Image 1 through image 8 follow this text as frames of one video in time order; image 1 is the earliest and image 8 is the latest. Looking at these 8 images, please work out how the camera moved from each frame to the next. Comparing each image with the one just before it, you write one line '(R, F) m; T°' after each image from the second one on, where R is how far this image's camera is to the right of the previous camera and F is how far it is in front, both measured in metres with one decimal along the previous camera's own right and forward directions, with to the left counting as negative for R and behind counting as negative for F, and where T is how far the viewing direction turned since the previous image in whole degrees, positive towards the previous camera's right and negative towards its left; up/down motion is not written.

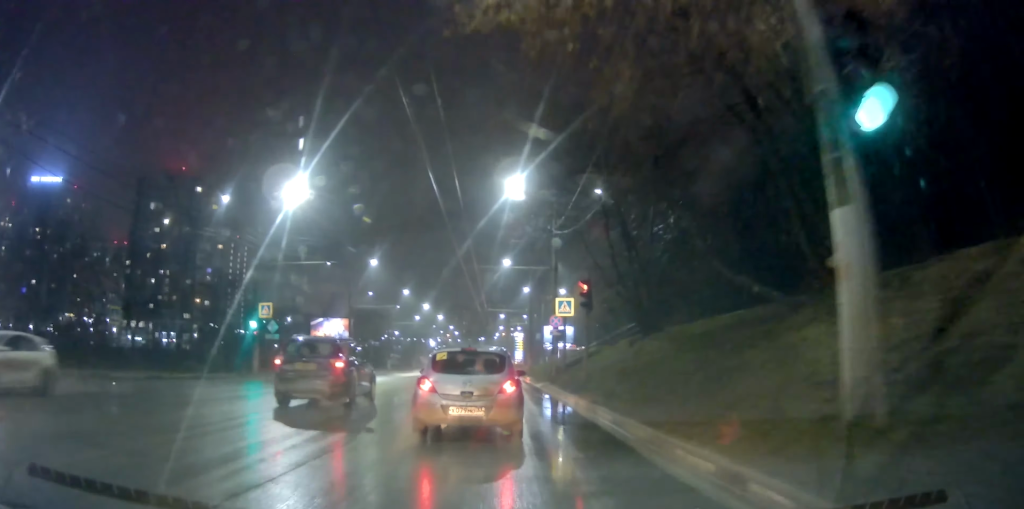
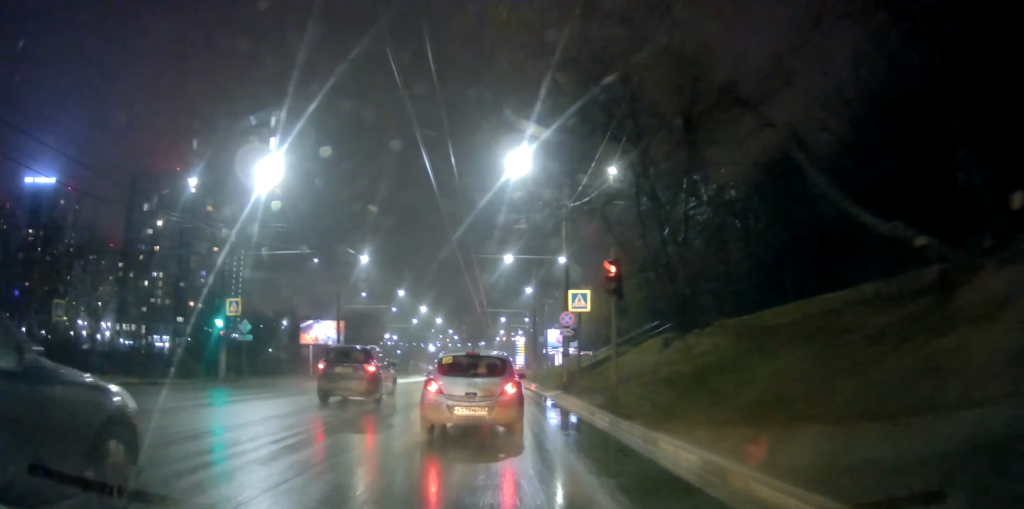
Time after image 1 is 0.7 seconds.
(0.0, +4.6) m; +1°
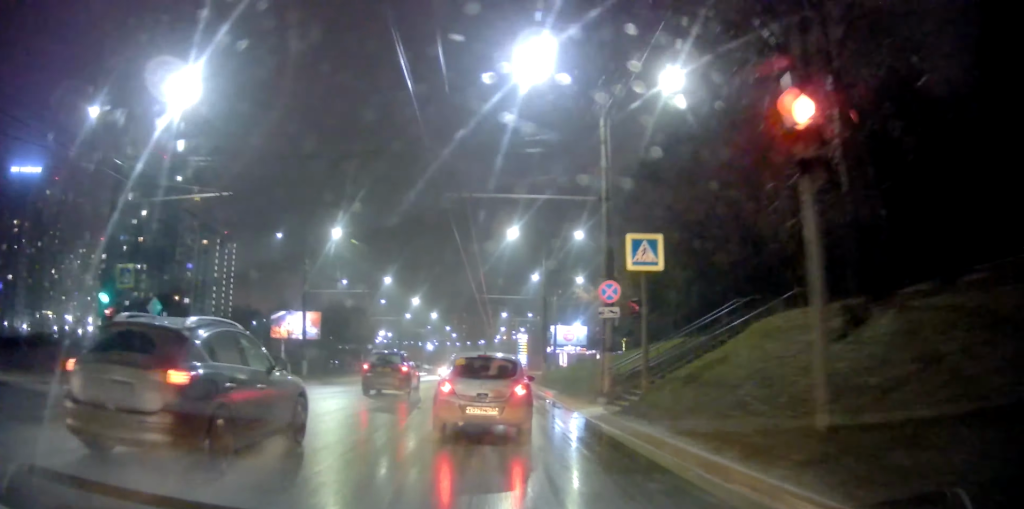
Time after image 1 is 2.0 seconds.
(+0.1, +9.8) m; +2°
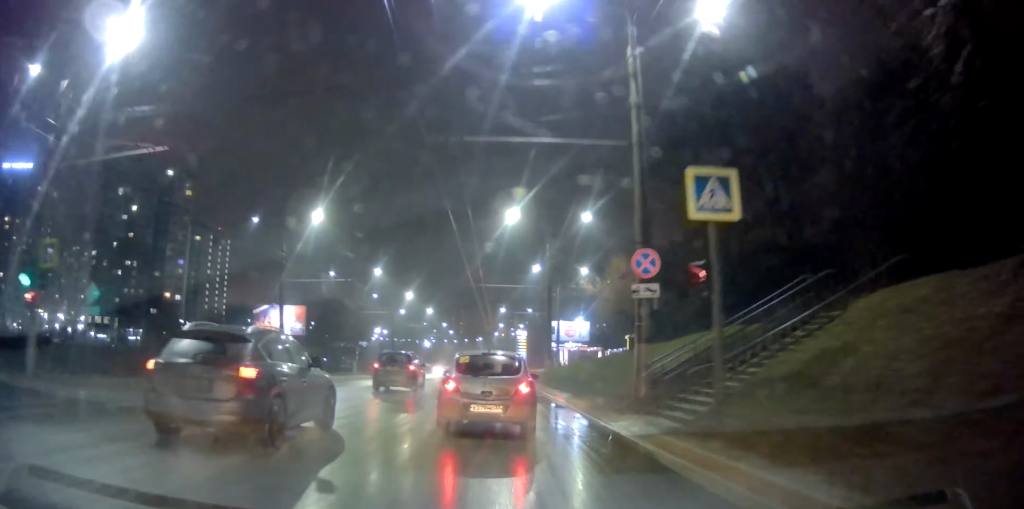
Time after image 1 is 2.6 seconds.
(-0.1, +4.4) m; +1°
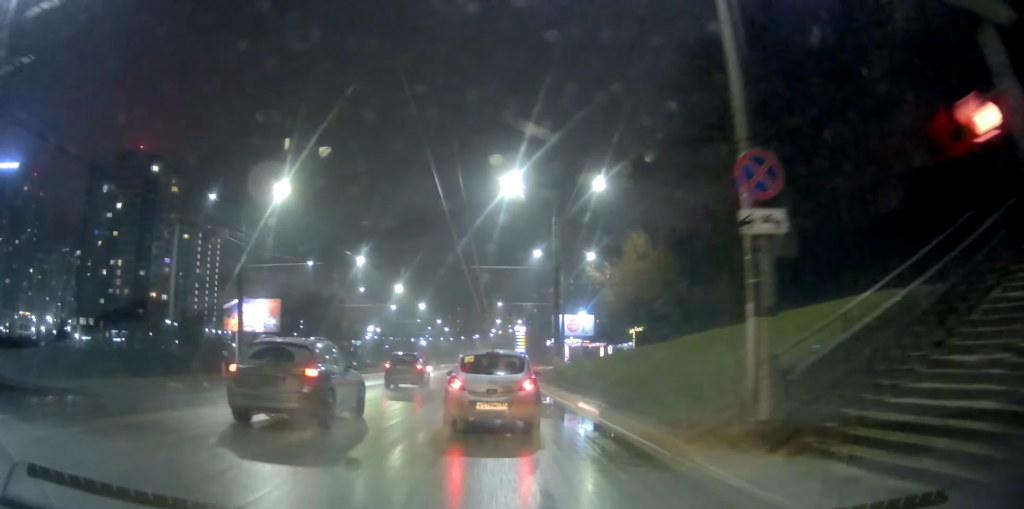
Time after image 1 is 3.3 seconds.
(+0.5, +6.9) m; 0°
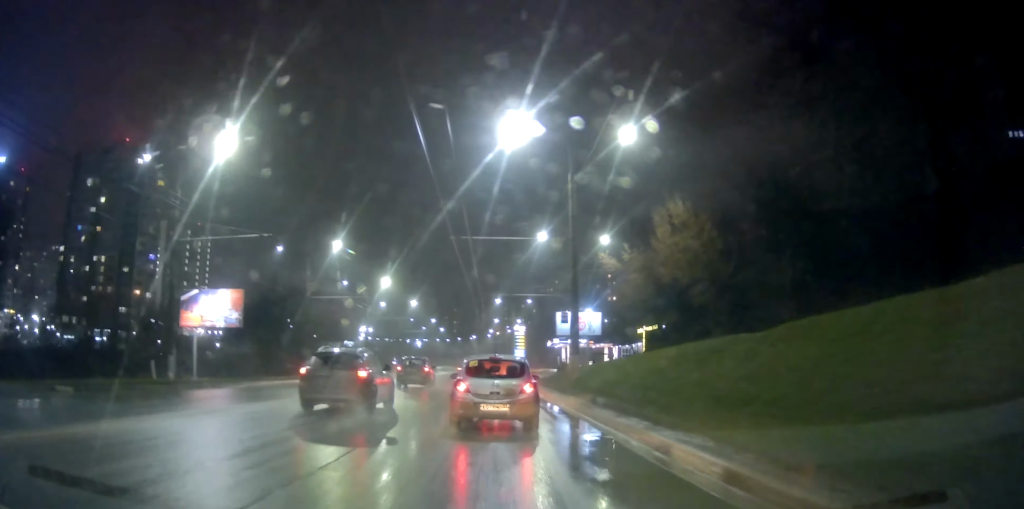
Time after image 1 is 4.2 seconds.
(-0.5, +8.8) m; 0°
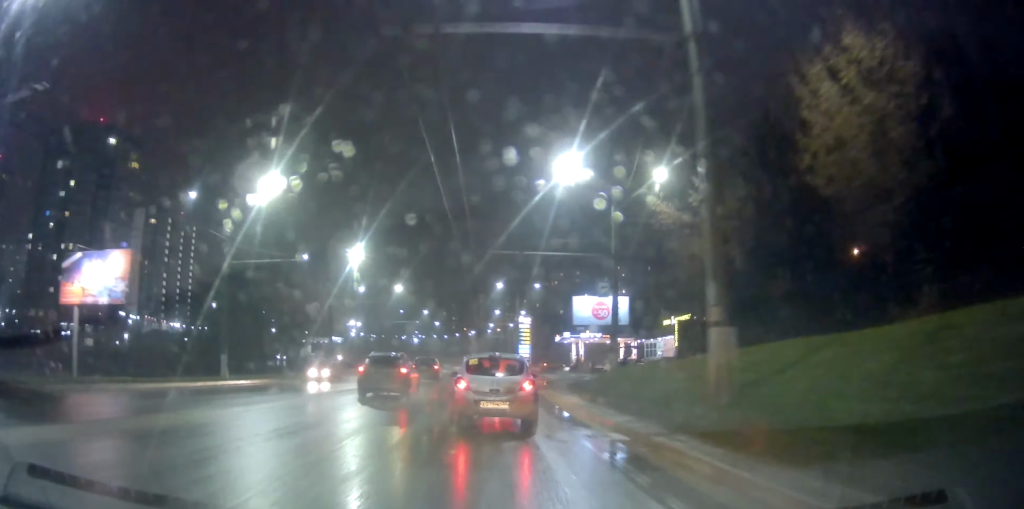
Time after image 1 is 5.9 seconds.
(+0.4, +16.3) m; 0°
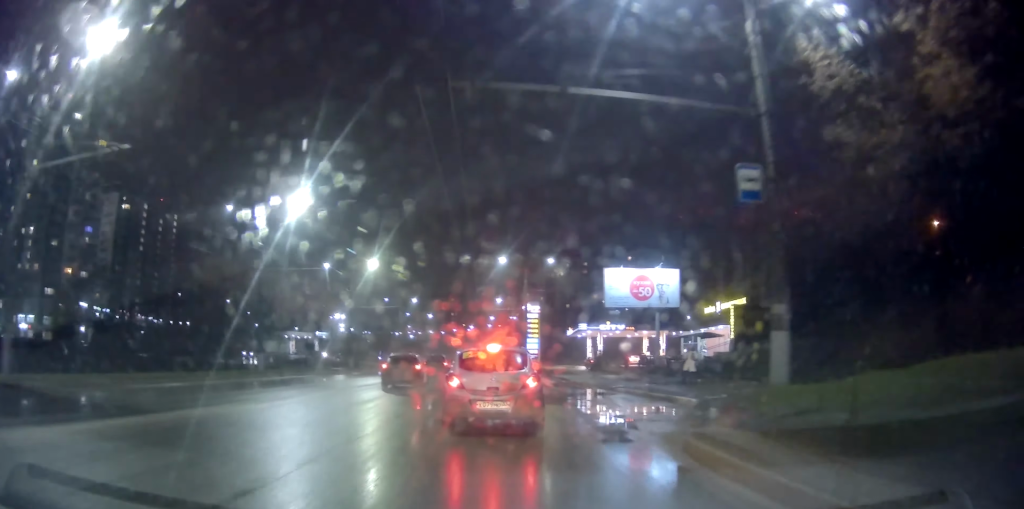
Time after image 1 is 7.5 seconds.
(-0.1, +18.8) m; -1°
